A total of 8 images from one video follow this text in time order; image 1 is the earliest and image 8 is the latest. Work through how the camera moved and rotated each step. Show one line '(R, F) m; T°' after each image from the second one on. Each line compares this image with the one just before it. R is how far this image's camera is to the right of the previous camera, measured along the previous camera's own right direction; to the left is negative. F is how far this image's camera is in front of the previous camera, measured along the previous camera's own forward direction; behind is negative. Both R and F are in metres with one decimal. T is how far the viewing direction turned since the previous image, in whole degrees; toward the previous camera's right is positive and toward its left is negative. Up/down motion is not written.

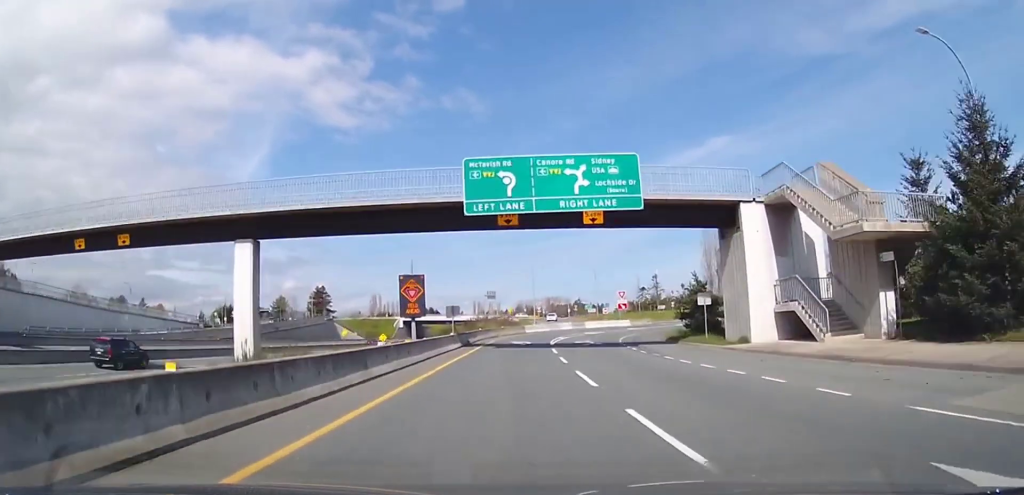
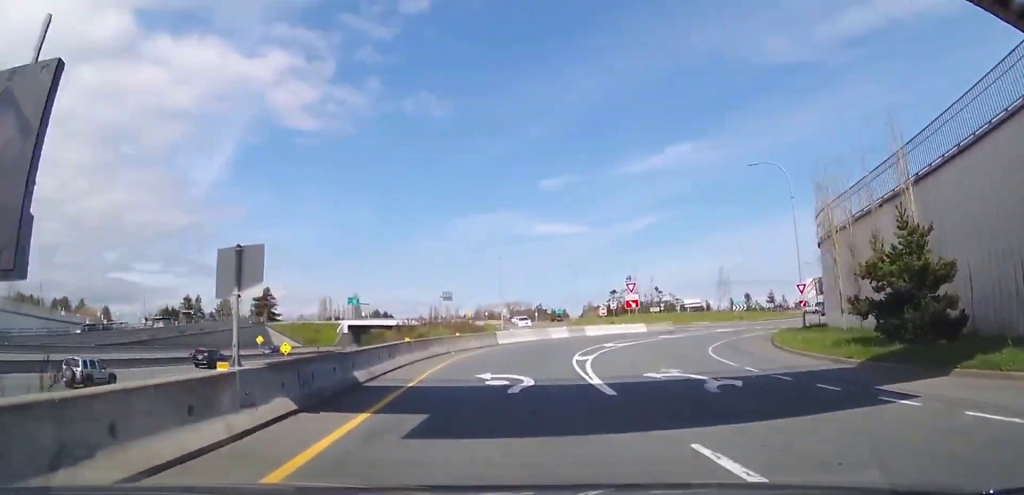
(-0.2, +22.6) m; -4°
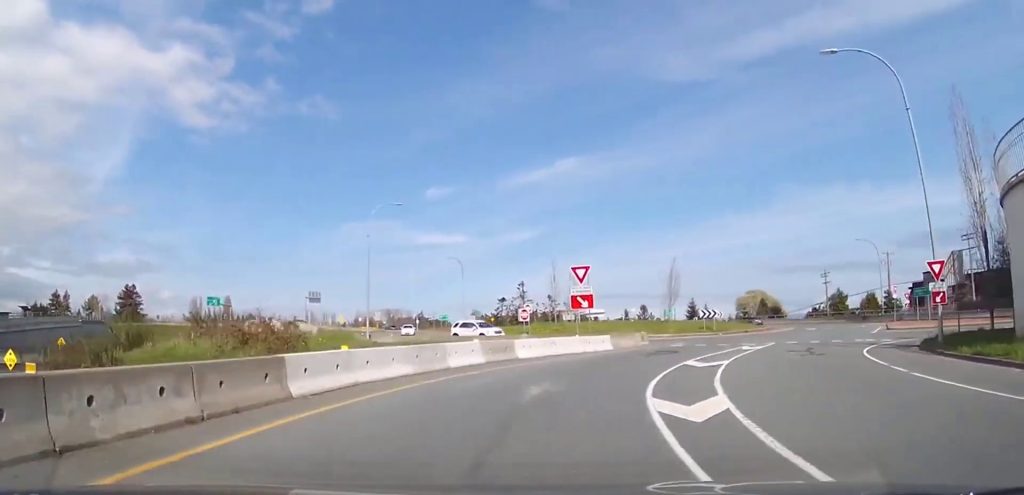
(-1.8, +20.1) m; -12°
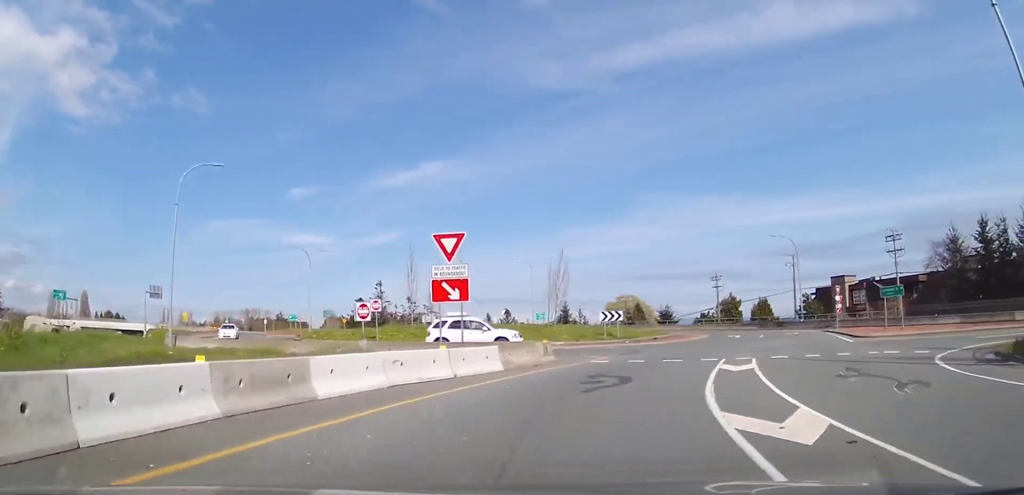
(-1.6, +10.6) m; -22°
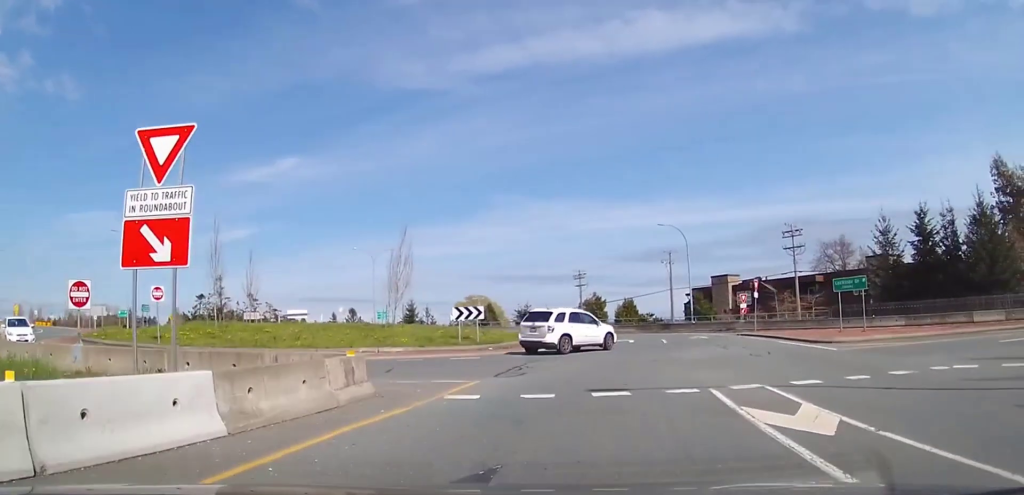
(-2.2, +9.8) m; -19°
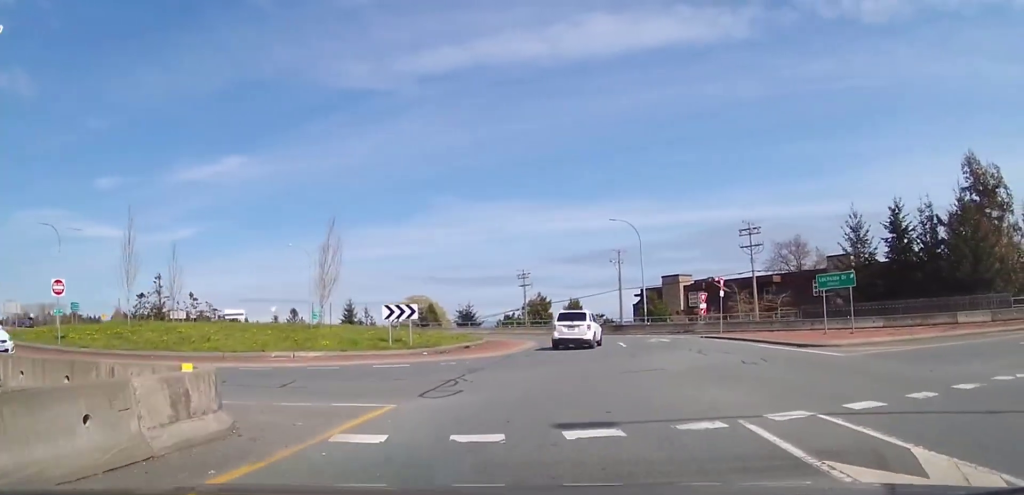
(-0.4, +4.0) m; -10°
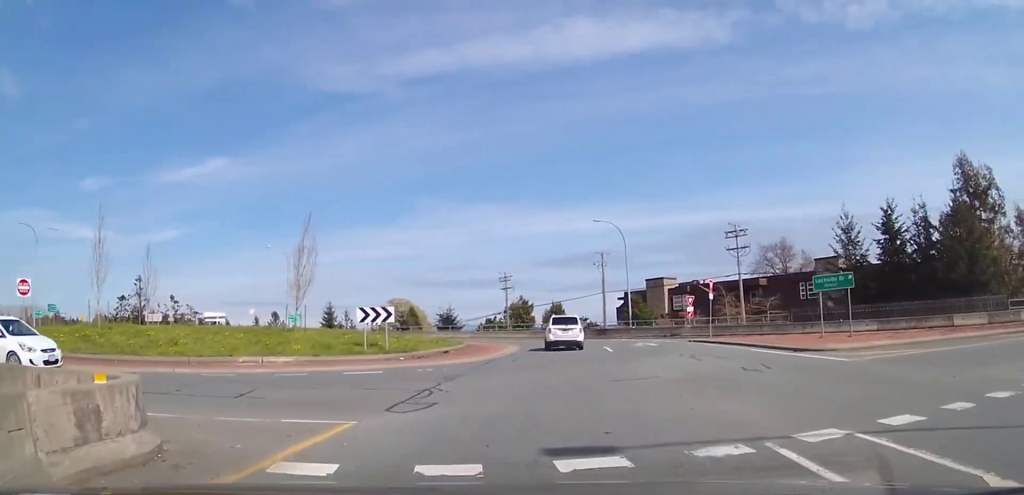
(-0.3, +1.7) m; -5°
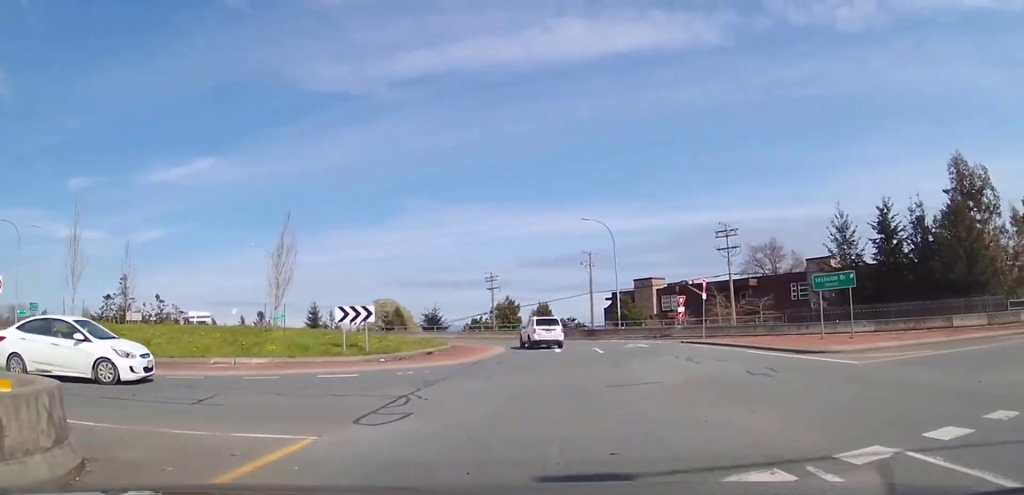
(+0.1, +0.9) m; +1°
